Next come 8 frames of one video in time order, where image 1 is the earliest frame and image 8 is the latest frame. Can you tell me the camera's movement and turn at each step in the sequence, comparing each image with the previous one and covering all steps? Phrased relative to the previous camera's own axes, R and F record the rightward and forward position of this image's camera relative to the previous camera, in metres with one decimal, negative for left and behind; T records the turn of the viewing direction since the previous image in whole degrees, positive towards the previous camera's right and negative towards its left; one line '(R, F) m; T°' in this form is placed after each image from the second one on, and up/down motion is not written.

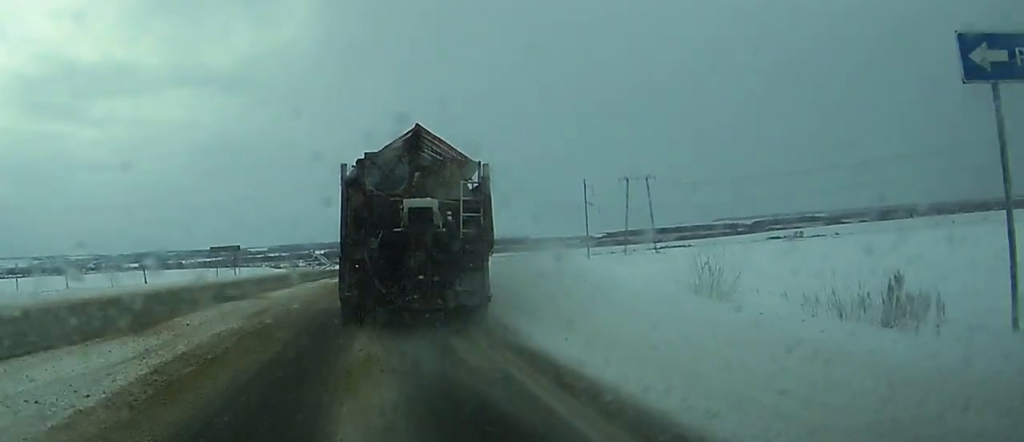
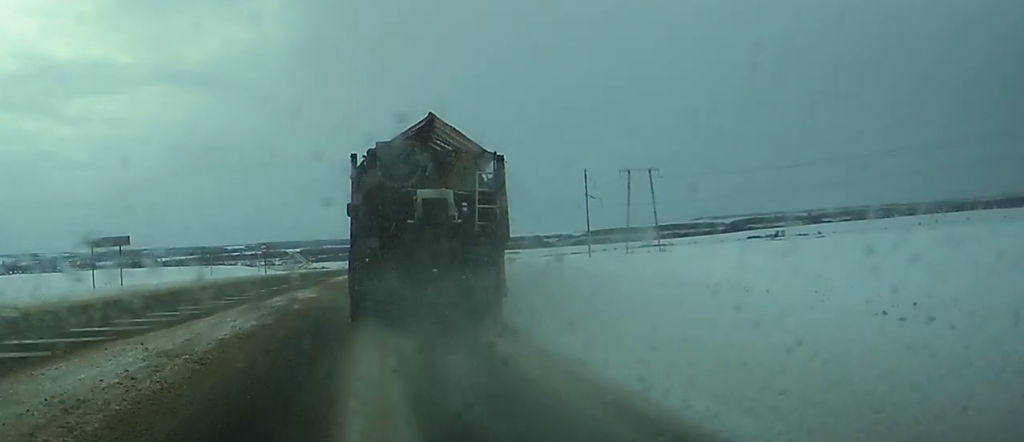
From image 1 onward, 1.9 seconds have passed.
(+0.4, +26.5) m; +1°
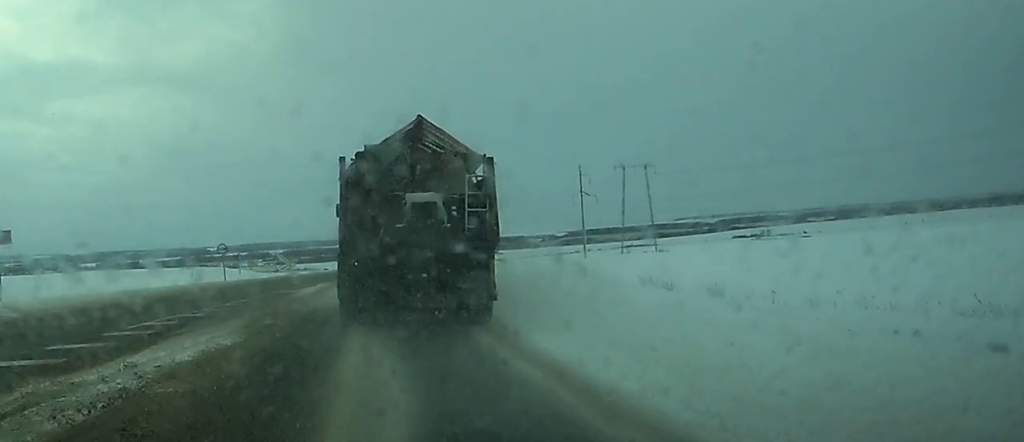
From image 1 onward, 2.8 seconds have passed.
(+0.1, +12.5) m; +1°
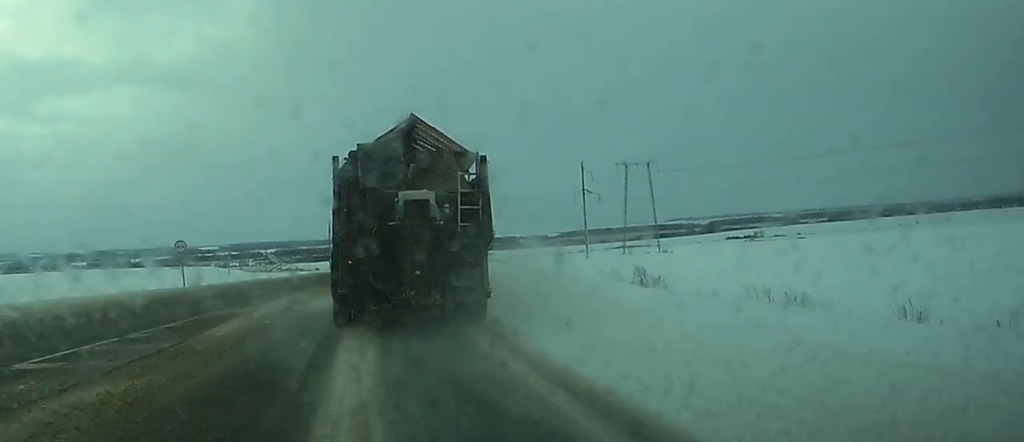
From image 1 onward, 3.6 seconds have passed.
(0.0, +10.5) m; +1°
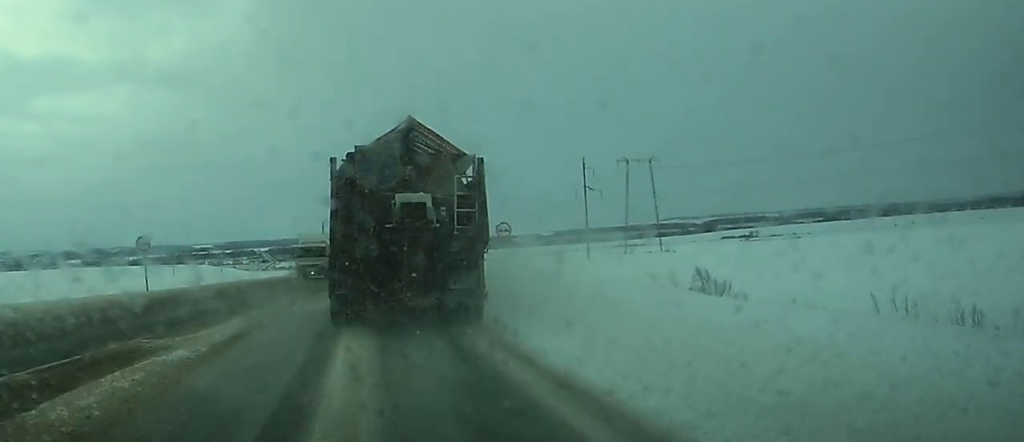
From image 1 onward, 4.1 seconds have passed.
(+0.1, +6.8) m; 0°
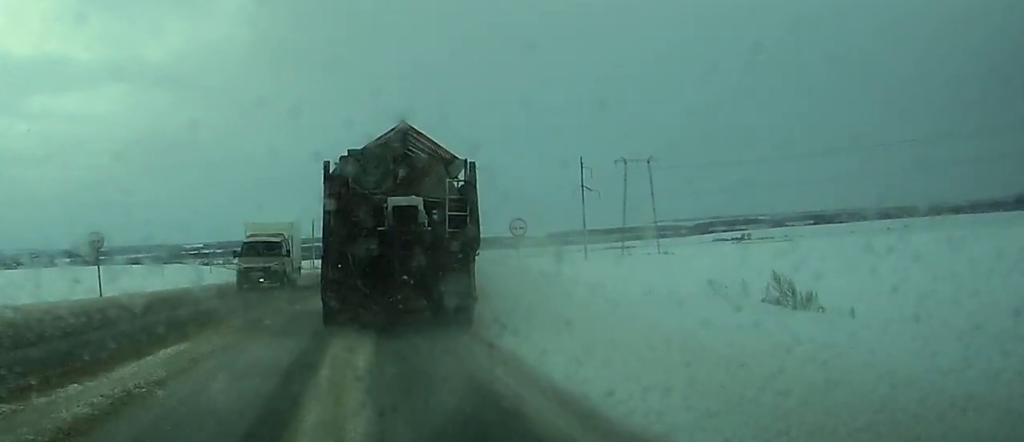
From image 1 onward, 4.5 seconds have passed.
(0.0, +5.9) m; 0°
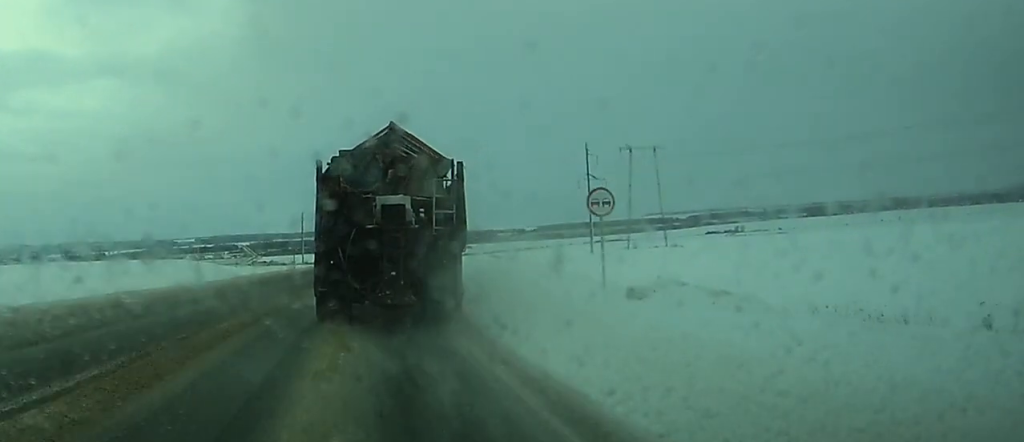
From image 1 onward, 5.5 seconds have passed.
(0.0, +13.0) m; 0°
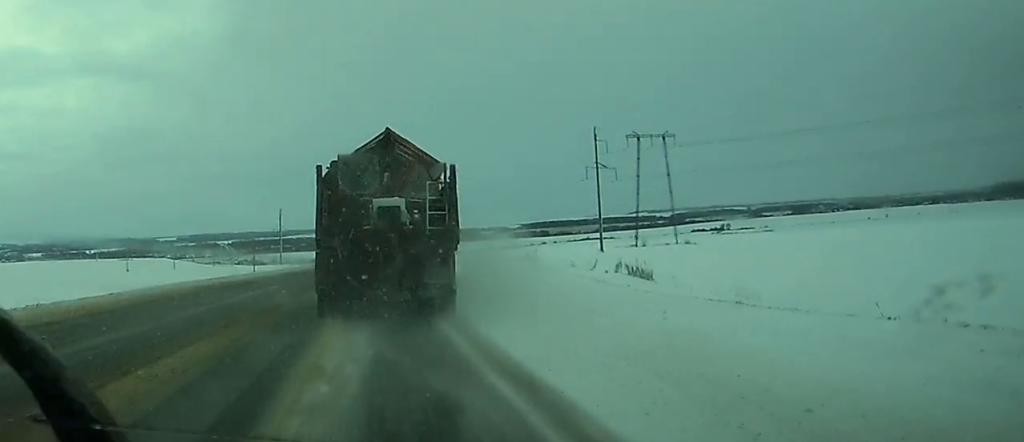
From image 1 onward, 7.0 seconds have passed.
(+0.3, +20.7) m; +1°
